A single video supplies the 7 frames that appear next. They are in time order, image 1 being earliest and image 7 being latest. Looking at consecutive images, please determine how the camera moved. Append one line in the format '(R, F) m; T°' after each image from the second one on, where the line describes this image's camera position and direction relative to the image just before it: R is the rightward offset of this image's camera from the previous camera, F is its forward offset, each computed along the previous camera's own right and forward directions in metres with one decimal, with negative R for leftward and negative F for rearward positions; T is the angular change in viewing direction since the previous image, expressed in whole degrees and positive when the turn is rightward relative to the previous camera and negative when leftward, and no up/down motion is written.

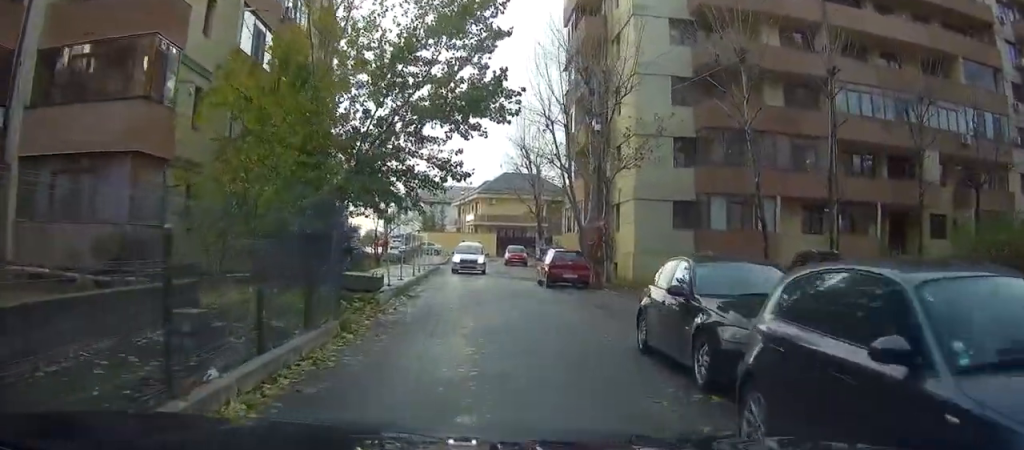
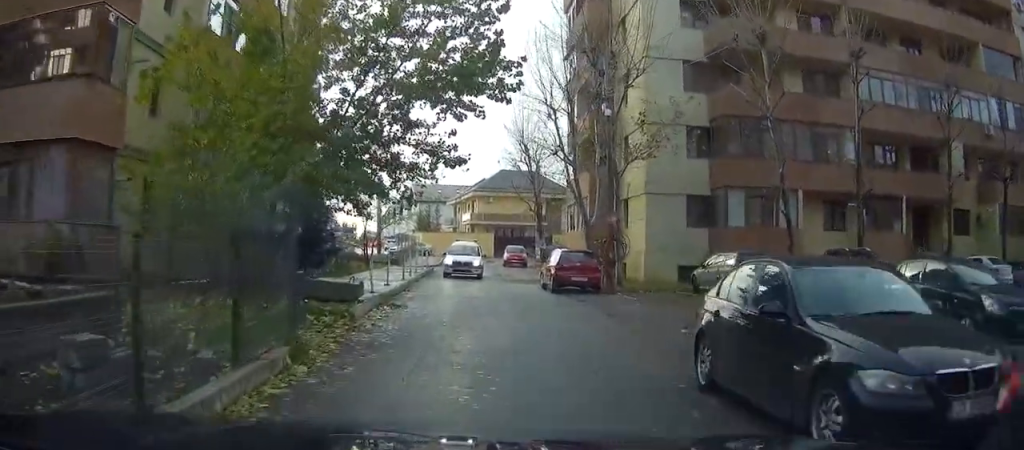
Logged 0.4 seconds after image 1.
(-0.1, +3.5) m; +1°
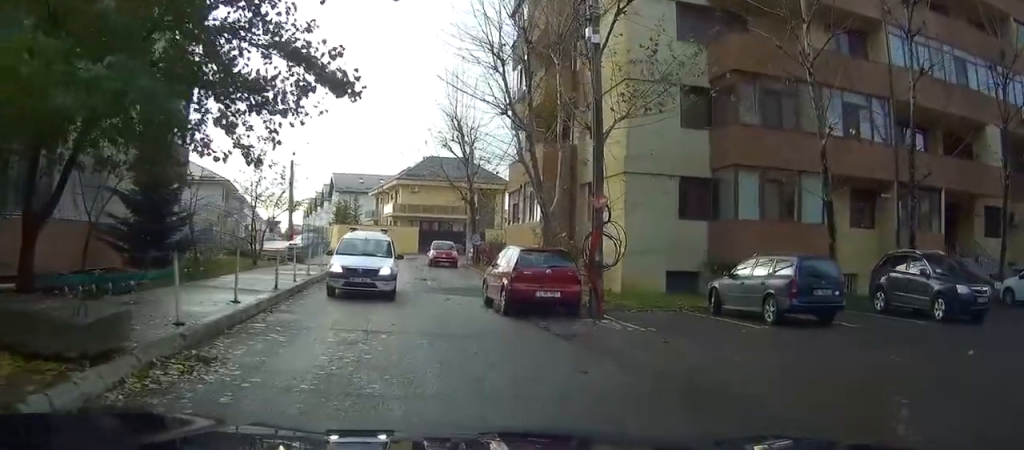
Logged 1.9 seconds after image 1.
(+1.4, +10.6) m; +22°
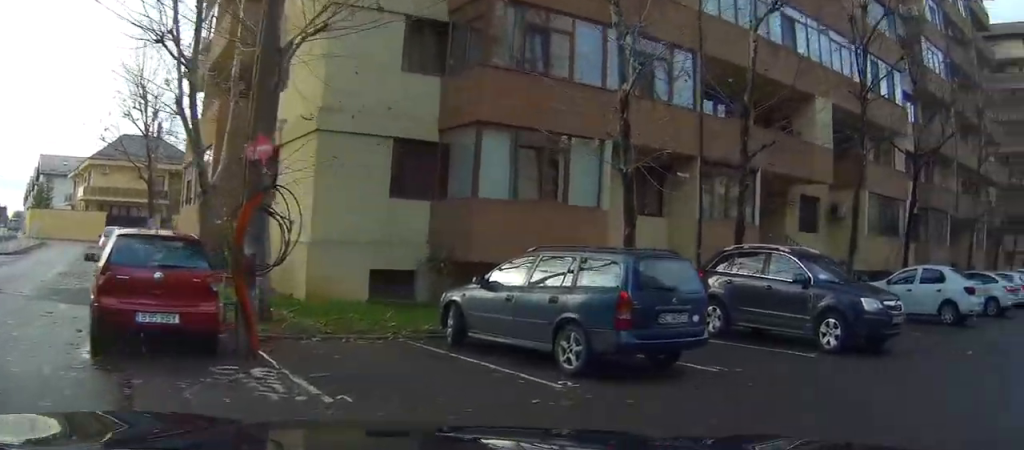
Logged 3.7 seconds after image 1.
(+2.1, +8.7) m; +32°
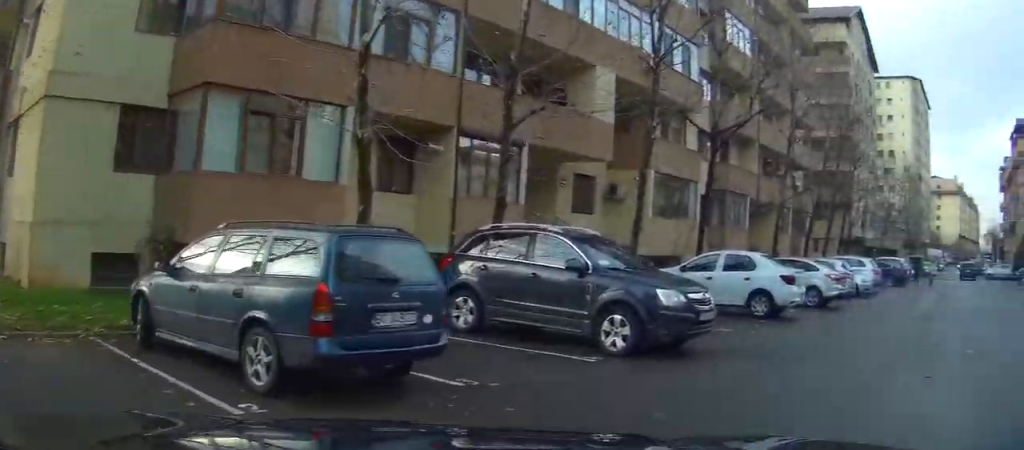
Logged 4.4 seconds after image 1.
(+0.2, +2.6) m; +22°
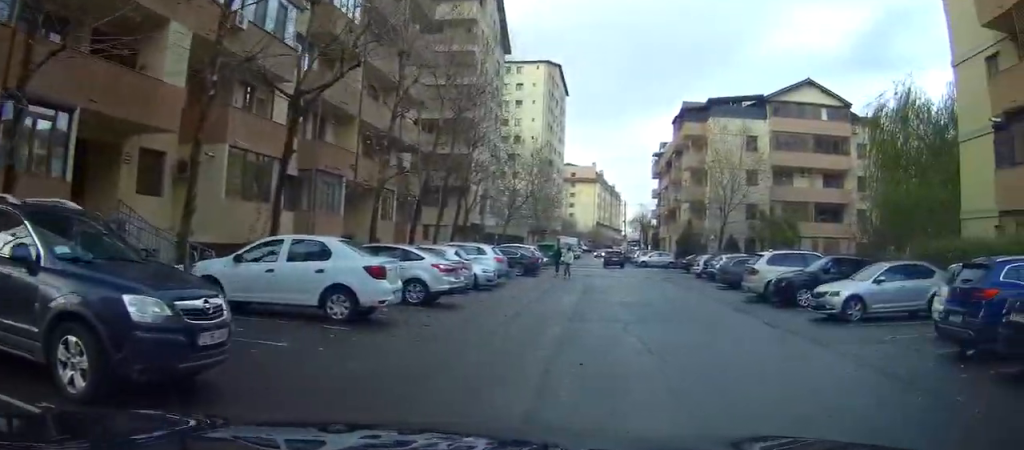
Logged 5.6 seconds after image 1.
(+1.9, +3.8) m; +35°
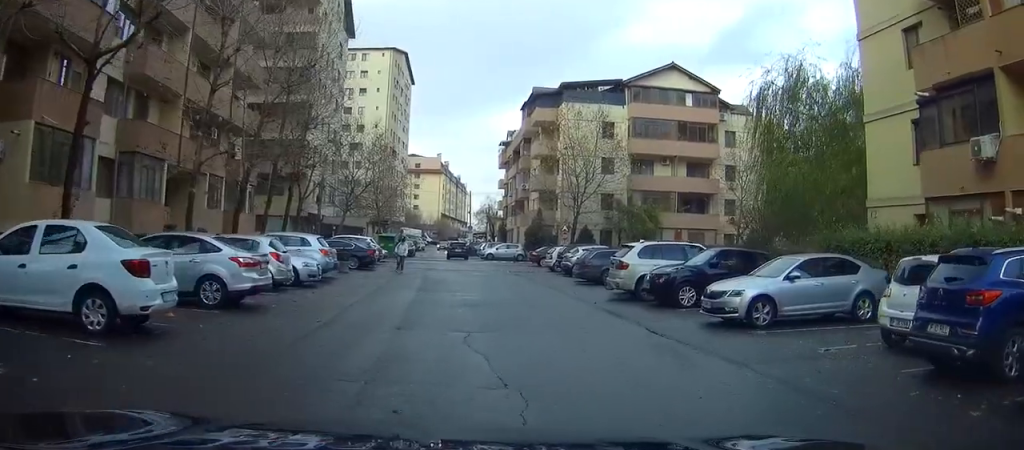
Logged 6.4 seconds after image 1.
(+0.4, +3.2) m; +4°
